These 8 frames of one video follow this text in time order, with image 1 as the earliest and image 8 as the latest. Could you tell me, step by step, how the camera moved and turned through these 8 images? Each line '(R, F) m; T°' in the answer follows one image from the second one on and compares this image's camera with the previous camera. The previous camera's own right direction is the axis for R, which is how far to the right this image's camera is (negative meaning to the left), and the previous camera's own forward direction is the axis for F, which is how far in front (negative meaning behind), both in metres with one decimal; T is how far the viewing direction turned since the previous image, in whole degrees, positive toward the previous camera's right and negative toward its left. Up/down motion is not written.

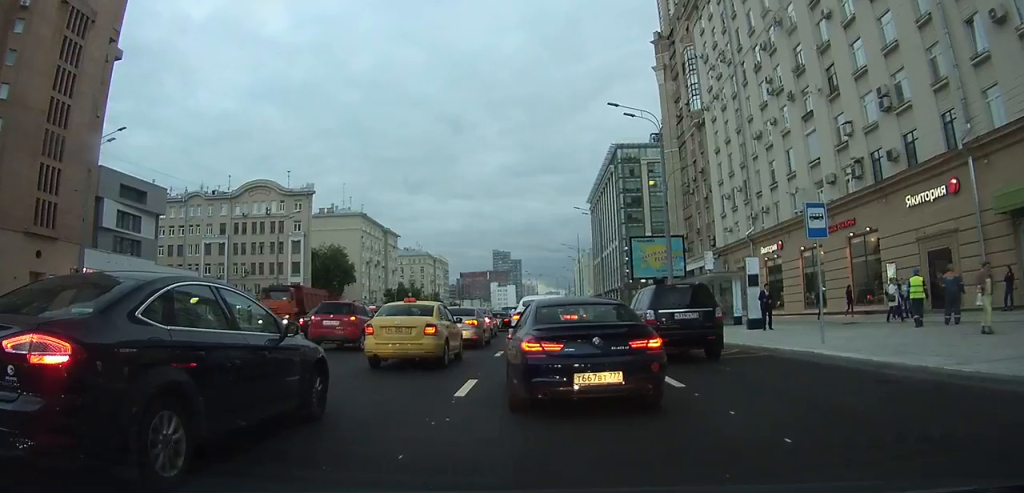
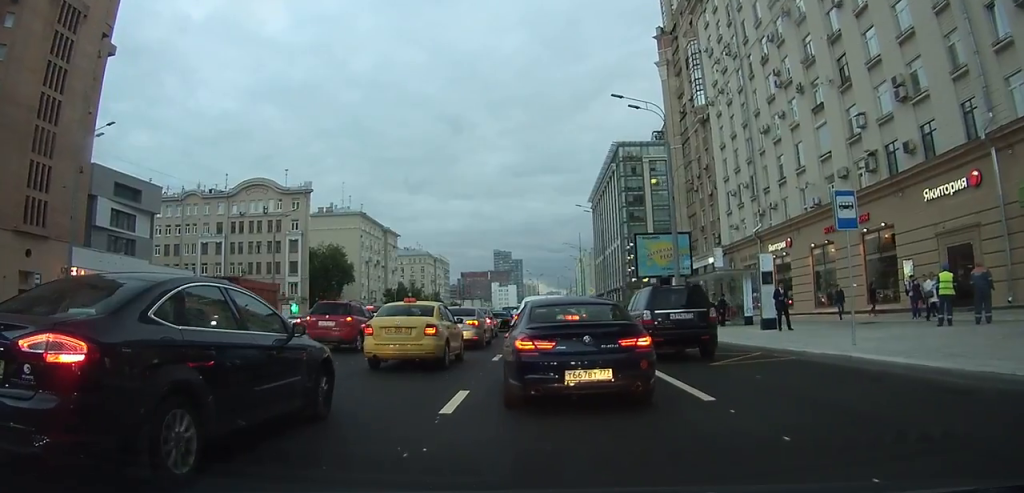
(0.0, +1.5) m; -1°
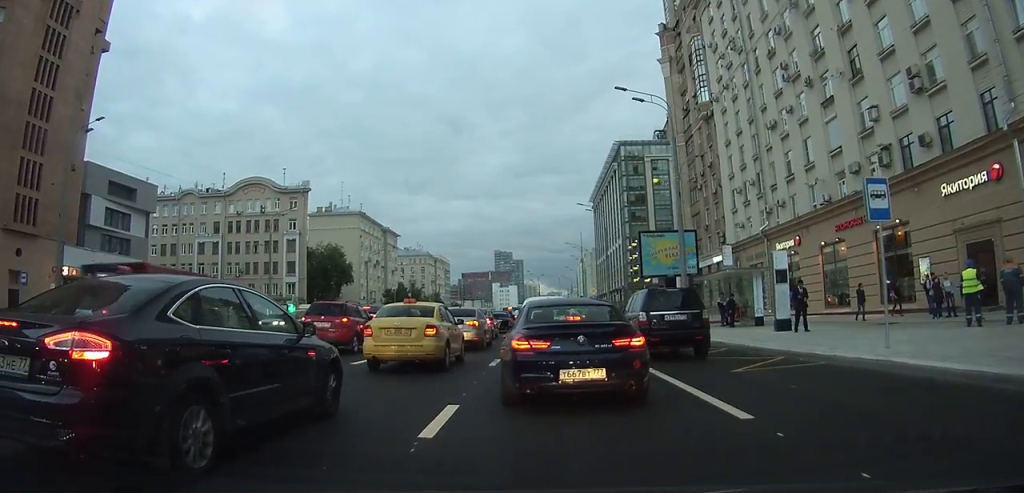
(0.0, +1.4) m; -1°
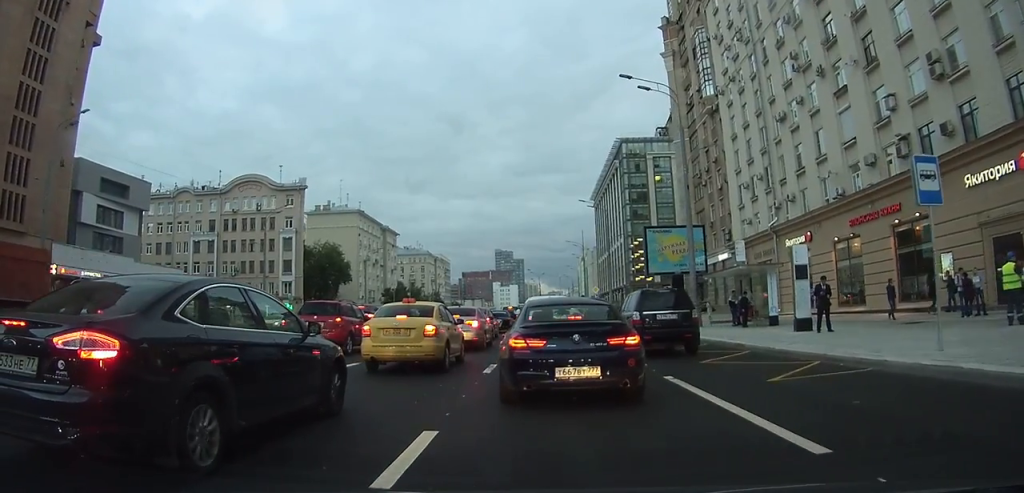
(0.0, +1.8) m; -2°
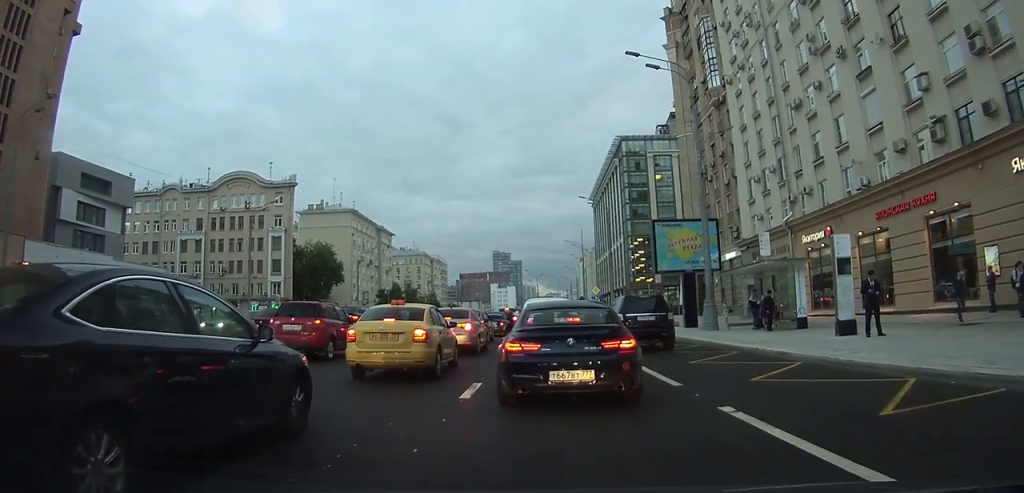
(-0.1, +3.3) m; -1°
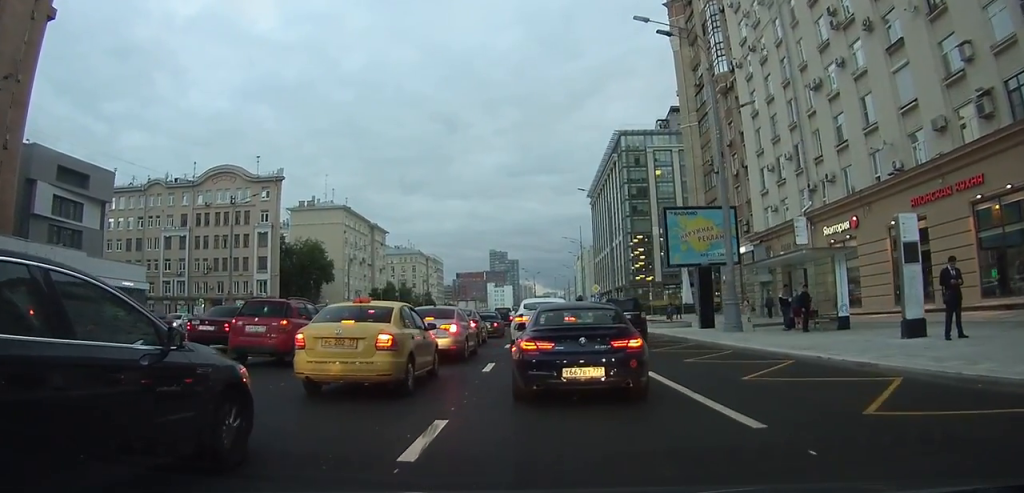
(+0.1, +3.8) m; +2°
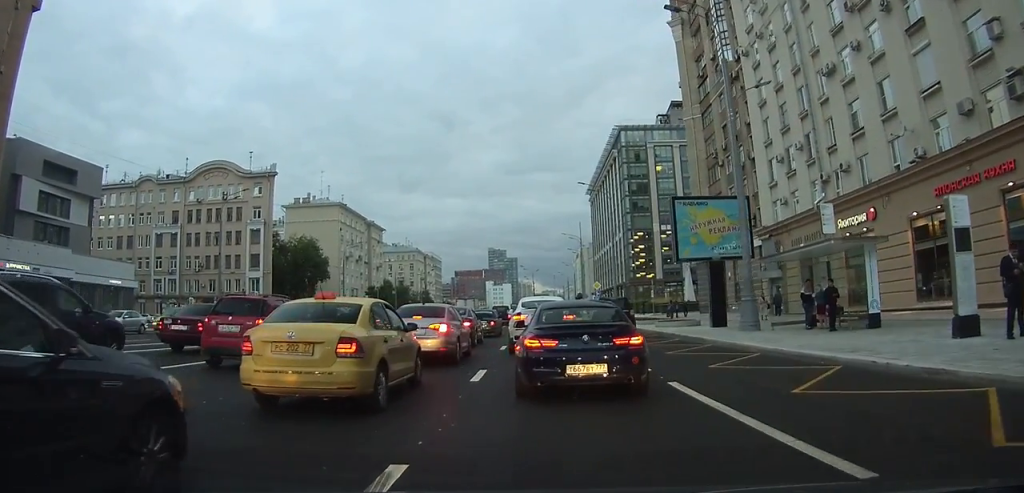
(0.0, +2.2) m; 0°
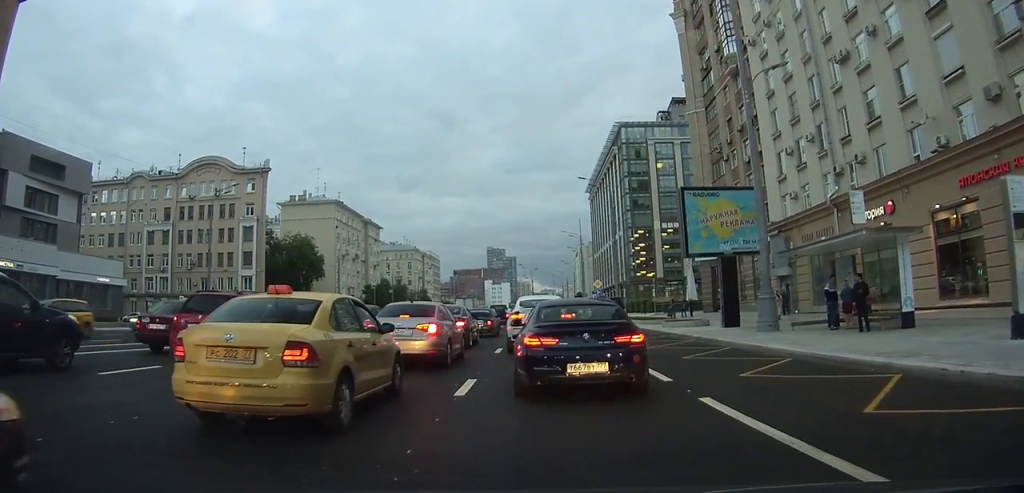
(0.0, +1.9) m; -1°
